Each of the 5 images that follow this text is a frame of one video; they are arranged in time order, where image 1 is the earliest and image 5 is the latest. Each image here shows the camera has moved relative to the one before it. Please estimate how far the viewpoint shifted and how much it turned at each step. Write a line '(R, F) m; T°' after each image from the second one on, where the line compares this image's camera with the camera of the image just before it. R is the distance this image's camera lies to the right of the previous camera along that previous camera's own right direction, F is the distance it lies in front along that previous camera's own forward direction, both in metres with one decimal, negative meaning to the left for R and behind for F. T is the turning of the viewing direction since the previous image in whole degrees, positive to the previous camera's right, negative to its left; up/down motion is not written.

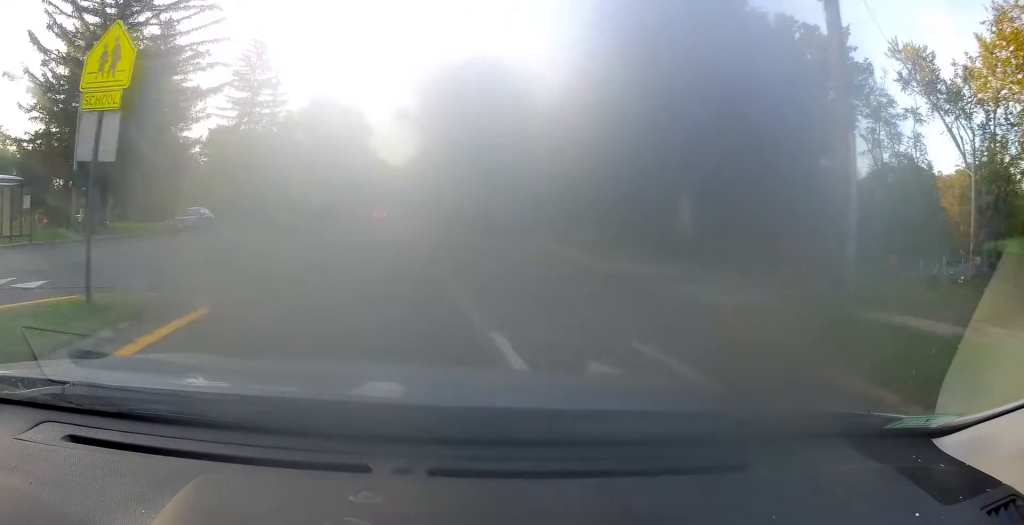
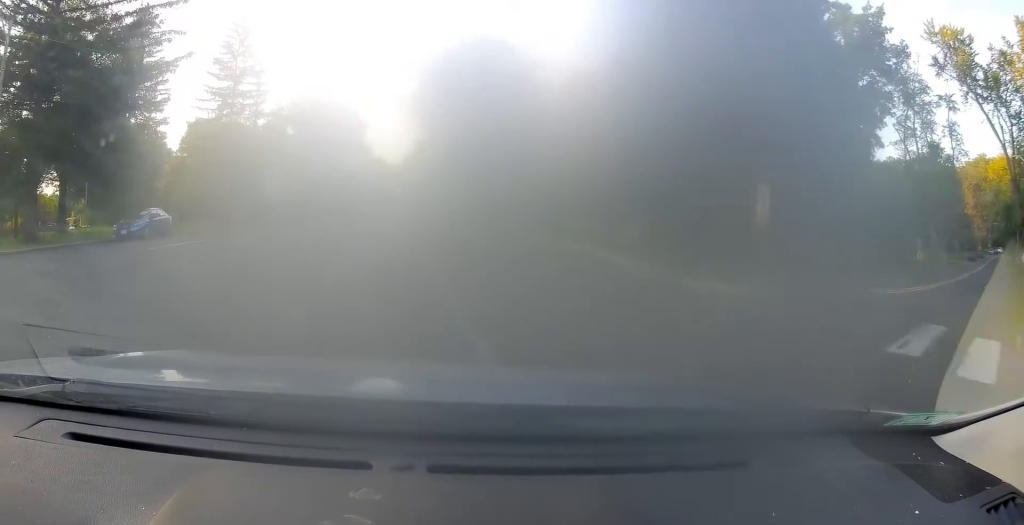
(0.0, +5.9) m; 0°
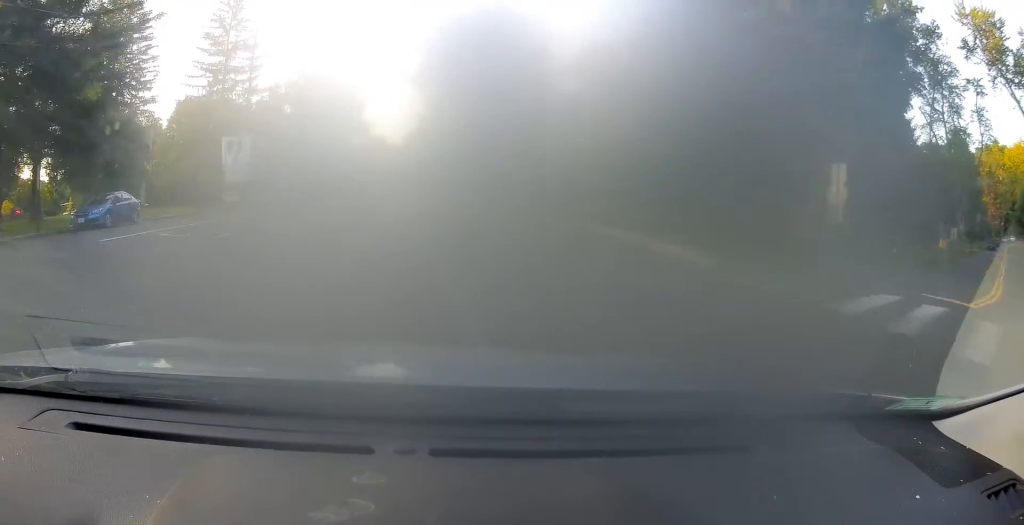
(0.0, +3.5) m; +1°
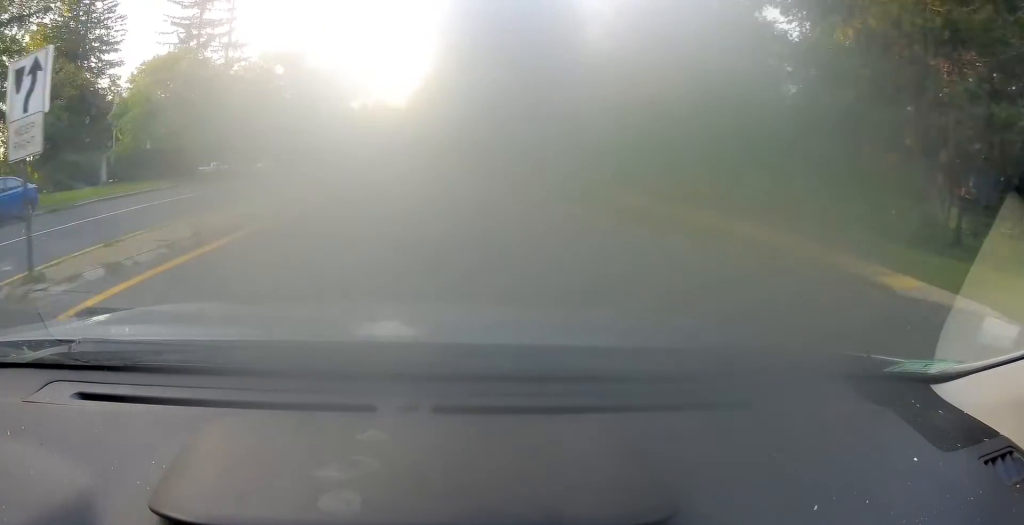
(+0.1, +6.2) m; +2°
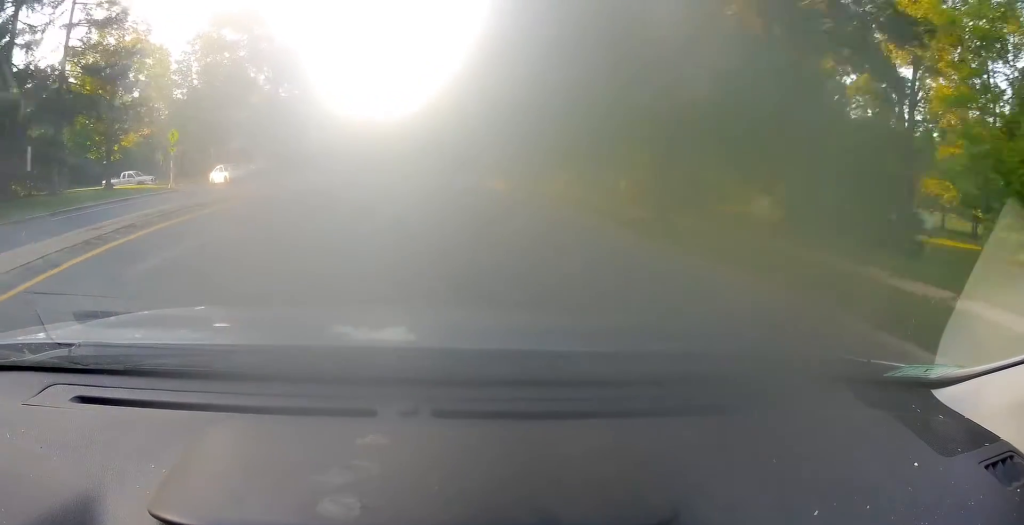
(-0.8, +38.6) m; -3°
